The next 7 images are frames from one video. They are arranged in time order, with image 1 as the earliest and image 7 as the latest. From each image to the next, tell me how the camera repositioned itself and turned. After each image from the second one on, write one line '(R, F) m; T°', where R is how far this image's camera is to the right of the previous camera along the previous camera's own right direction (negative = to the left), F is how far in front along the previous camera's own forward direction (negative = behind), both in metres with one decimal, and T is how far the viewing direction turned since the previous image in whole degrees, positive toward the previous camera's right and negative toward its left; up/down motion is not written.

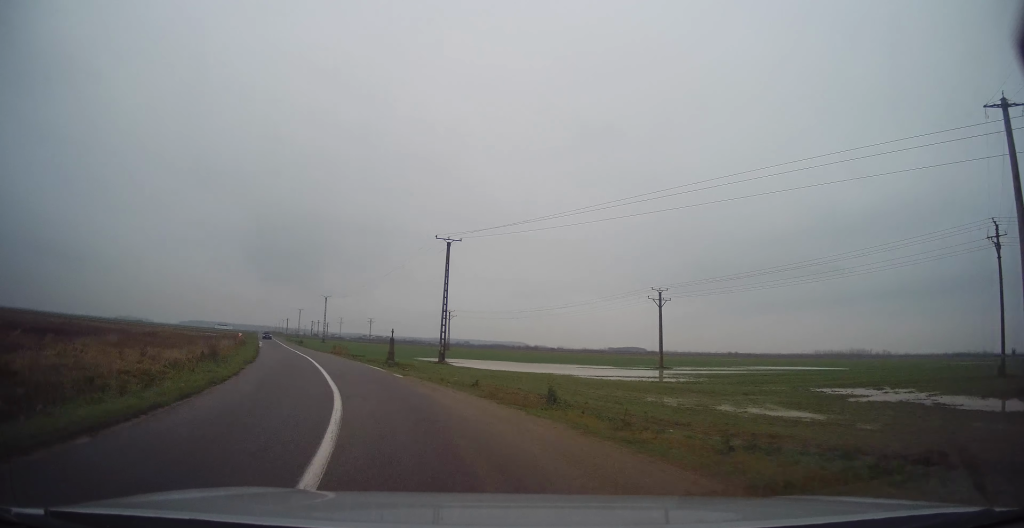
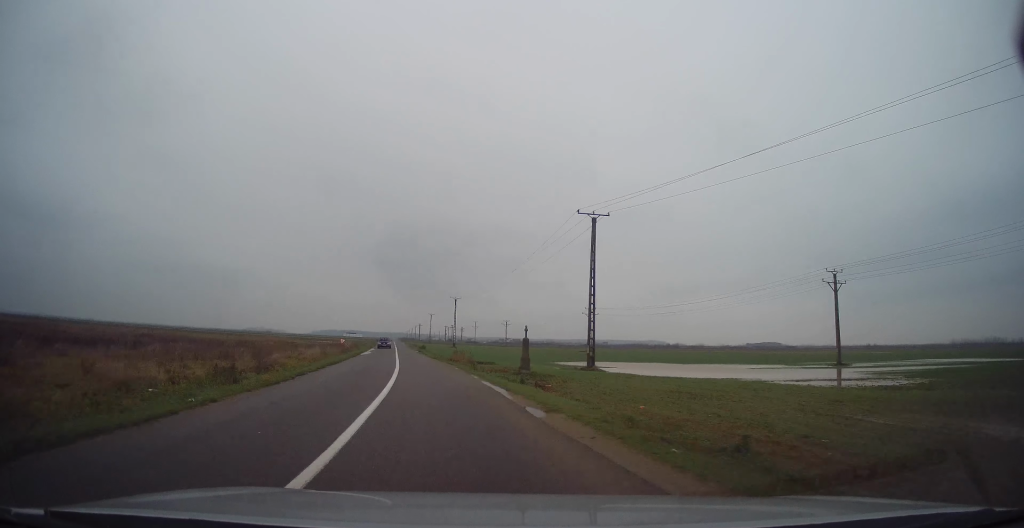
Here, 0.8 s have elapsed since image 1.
(-1.8, +11.0) m; -14°
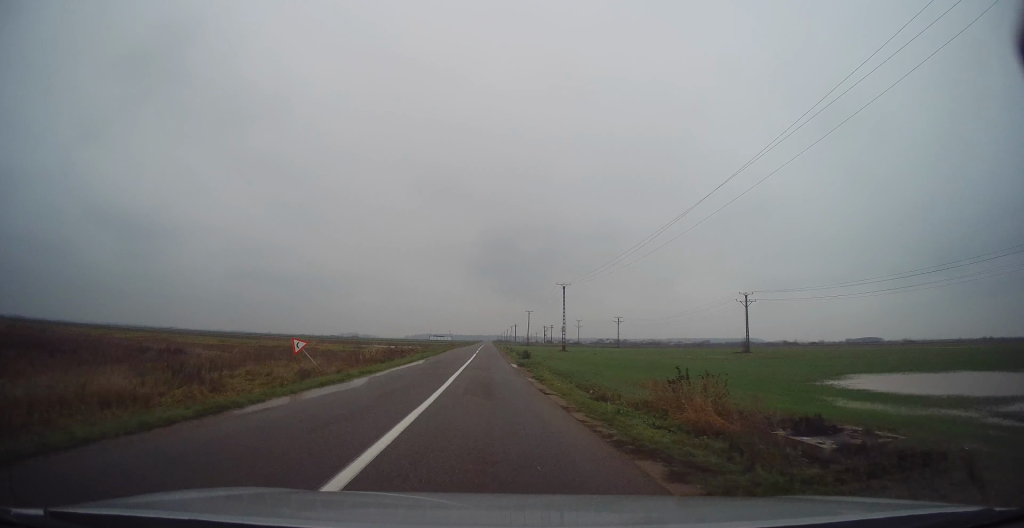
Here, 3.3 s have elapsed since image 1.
(-5.0, +35.1) m; -10°
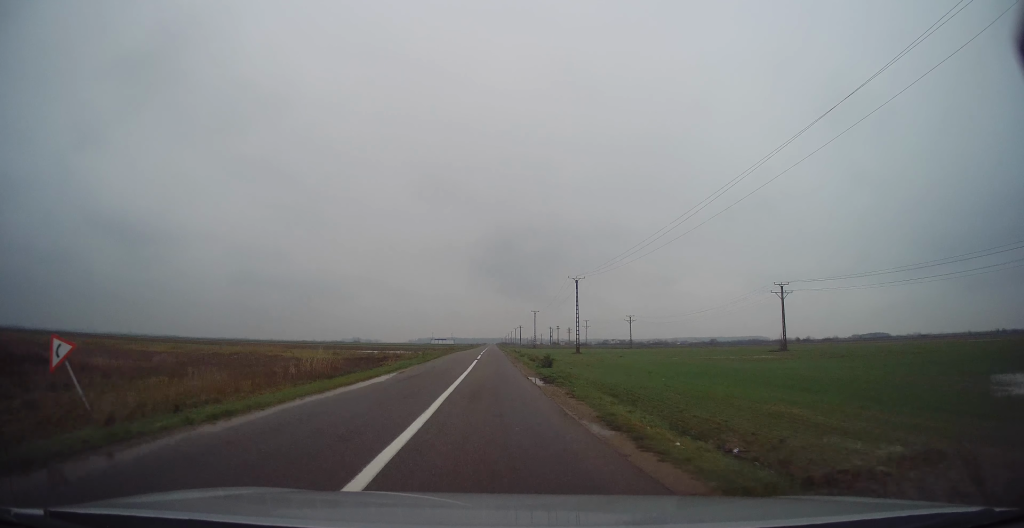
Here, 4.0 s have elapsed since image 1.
(-0.2, +12.0) m; -1°
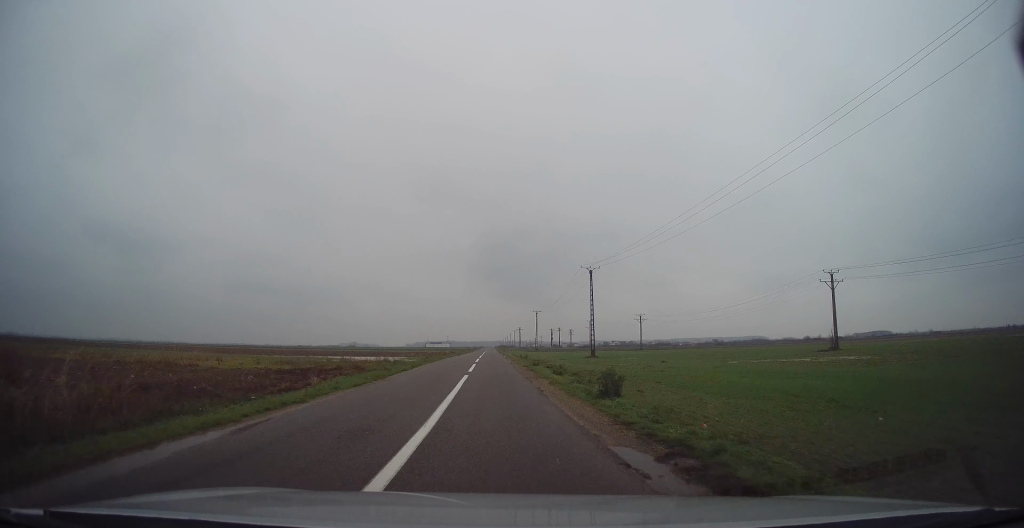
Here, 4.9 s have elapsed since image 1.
(-0.2, +14.5) m; +1°
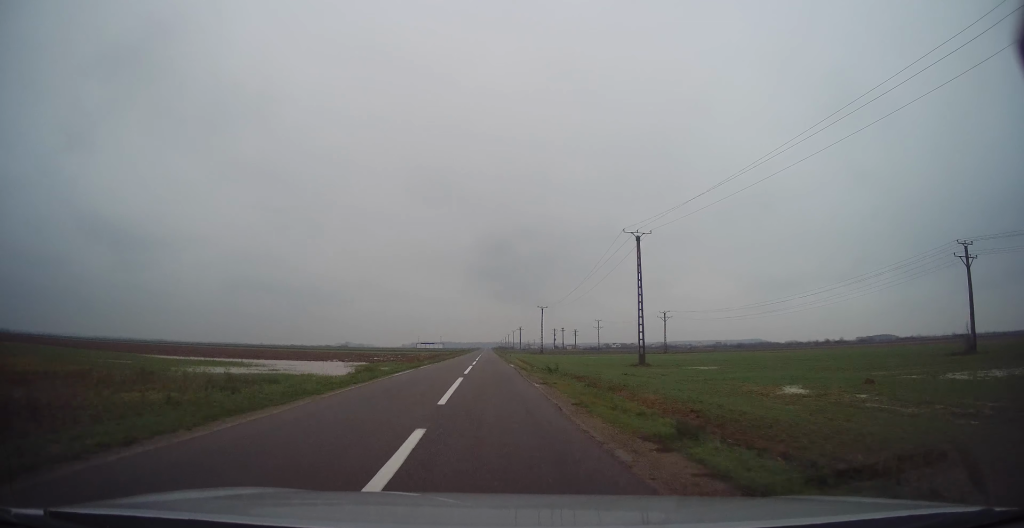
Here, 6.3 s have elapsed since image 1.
(+0.4, +26.0) m; 0°
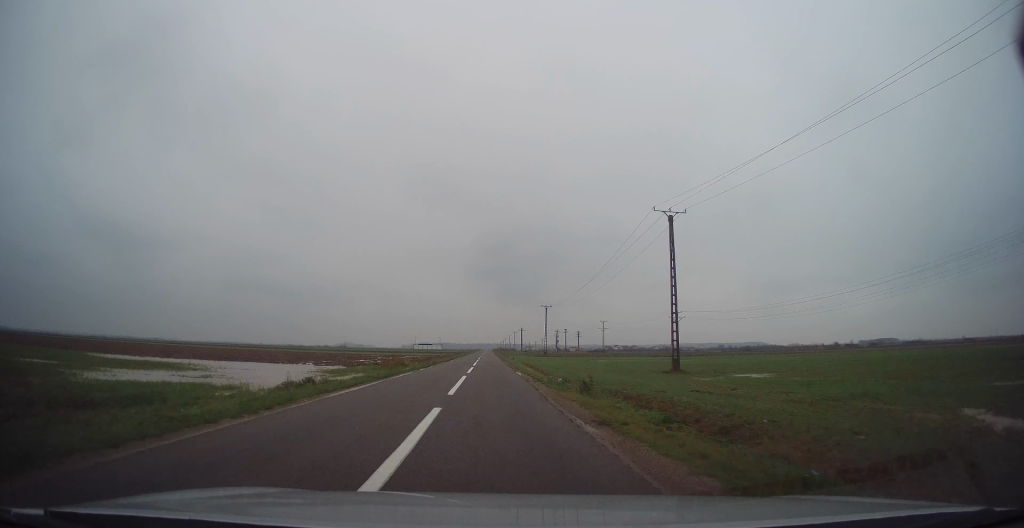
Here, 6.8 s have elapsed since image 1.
(-0.3, +9.0) m; 0°
